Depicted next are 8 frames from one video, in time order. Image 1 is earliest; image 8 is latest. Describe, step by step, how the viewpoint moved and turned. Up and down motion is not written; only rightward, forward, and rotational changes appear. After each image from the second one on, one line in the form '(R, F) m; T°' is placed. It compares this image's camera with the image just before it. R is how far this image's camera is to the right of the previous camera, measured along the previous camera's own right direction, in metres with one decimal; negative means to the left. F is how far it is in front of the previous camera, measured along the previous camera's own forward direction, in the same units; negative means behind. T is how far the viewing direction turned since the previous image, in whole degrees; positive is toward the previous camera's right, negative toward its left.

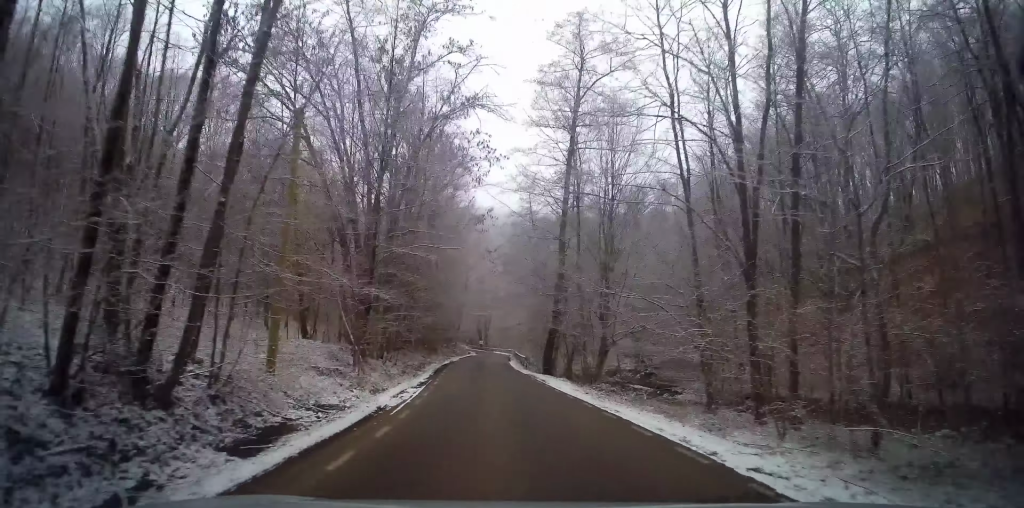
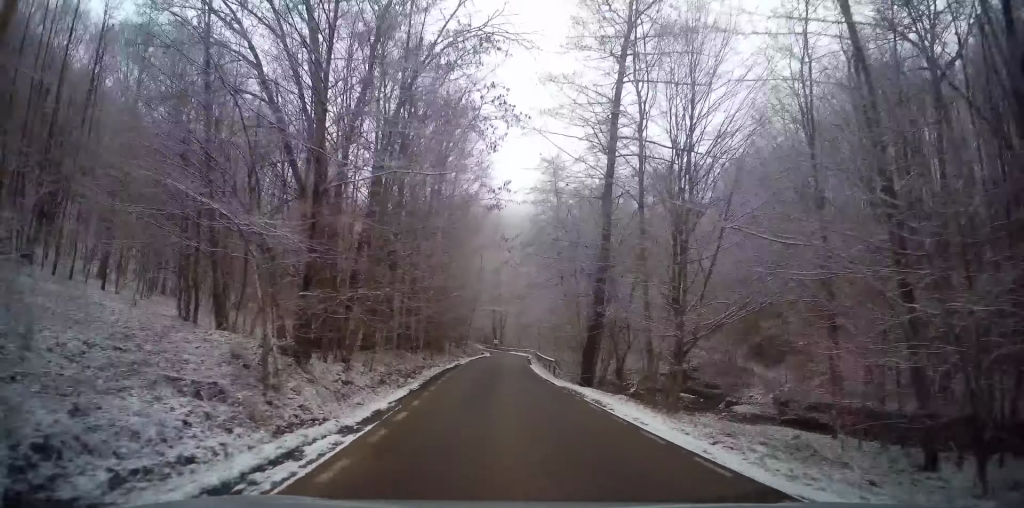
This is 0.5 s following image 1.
(0.0, +8.8) m; 0°
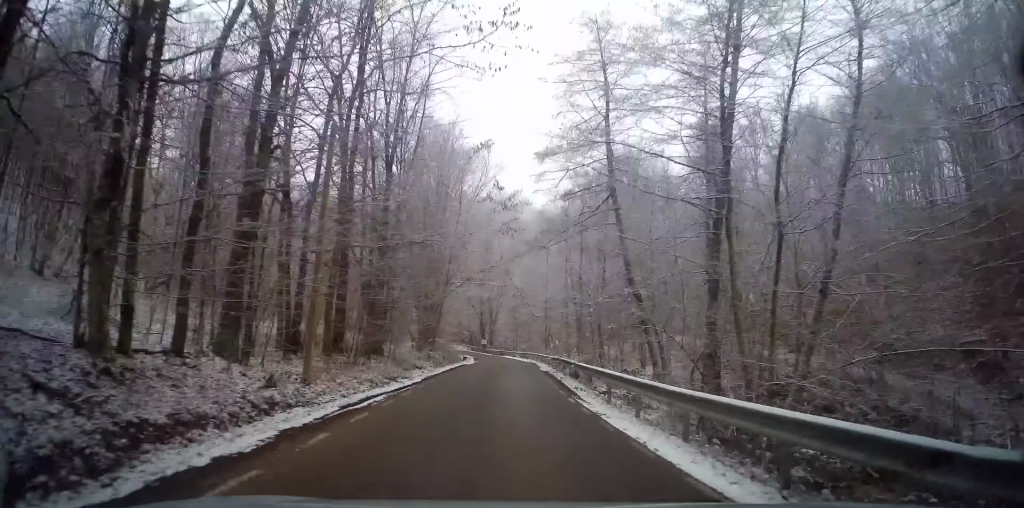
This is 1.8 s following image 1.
(0.0, +23.4) m; -1°
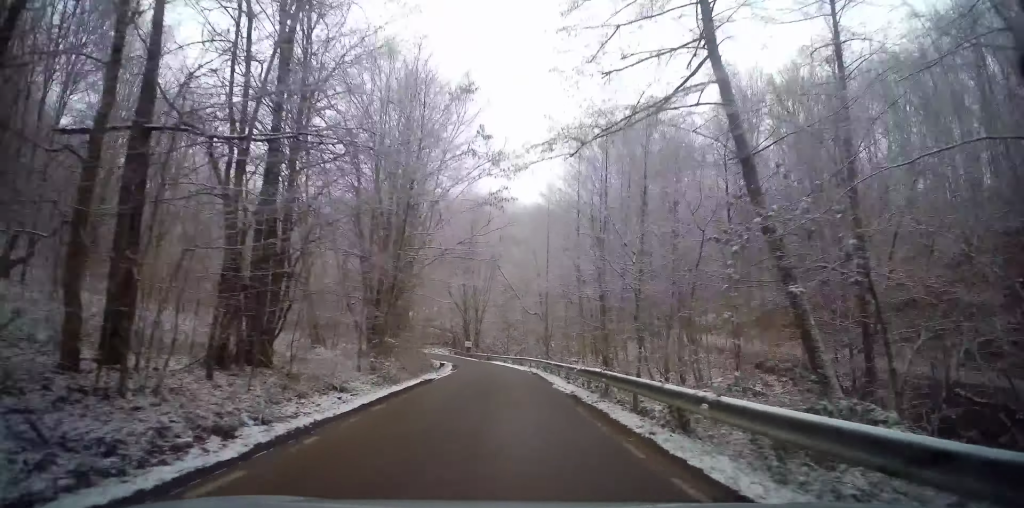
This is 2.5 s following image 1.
(-0.1, +12.1) m; 0°
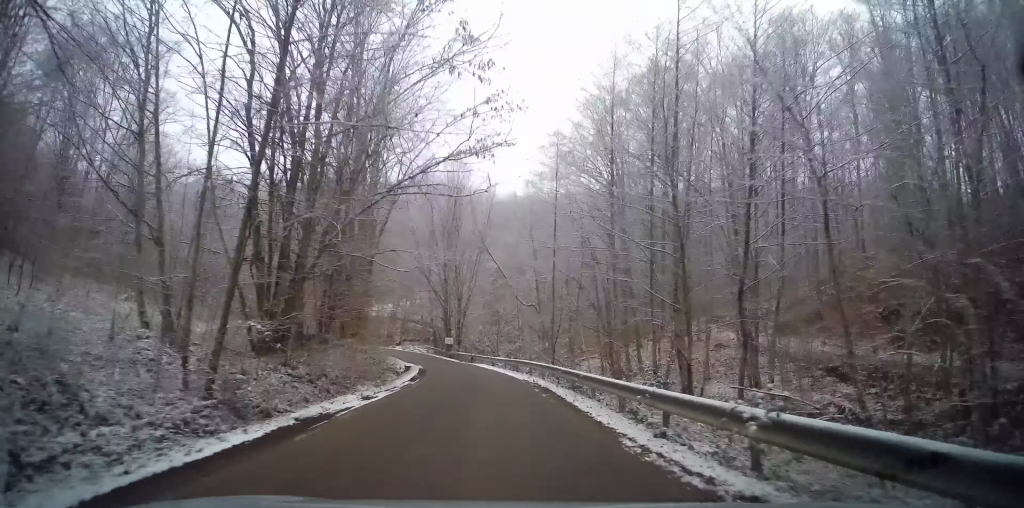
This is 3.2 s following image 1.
(-0.1, +11.3) m; 0°
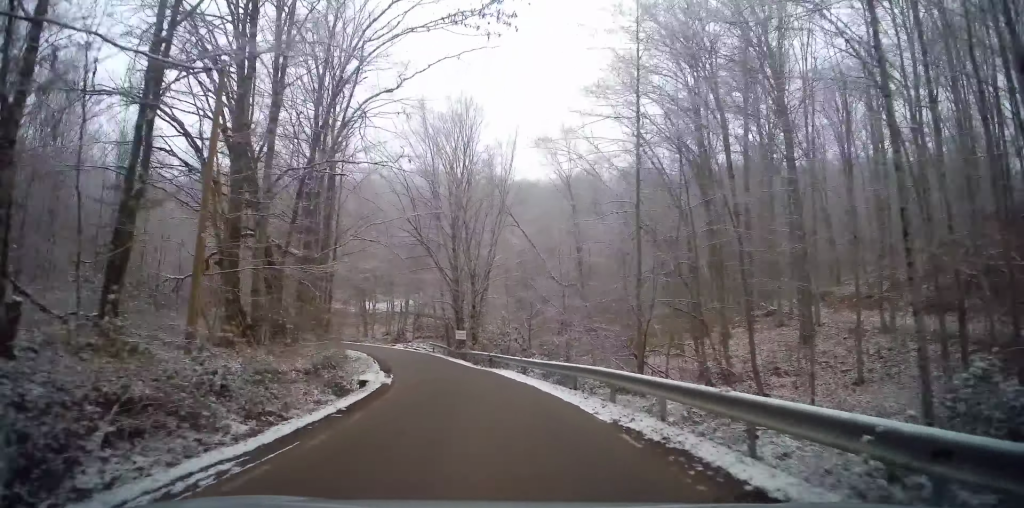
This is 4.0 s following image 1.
(+0.4, +13.6) m; -2°
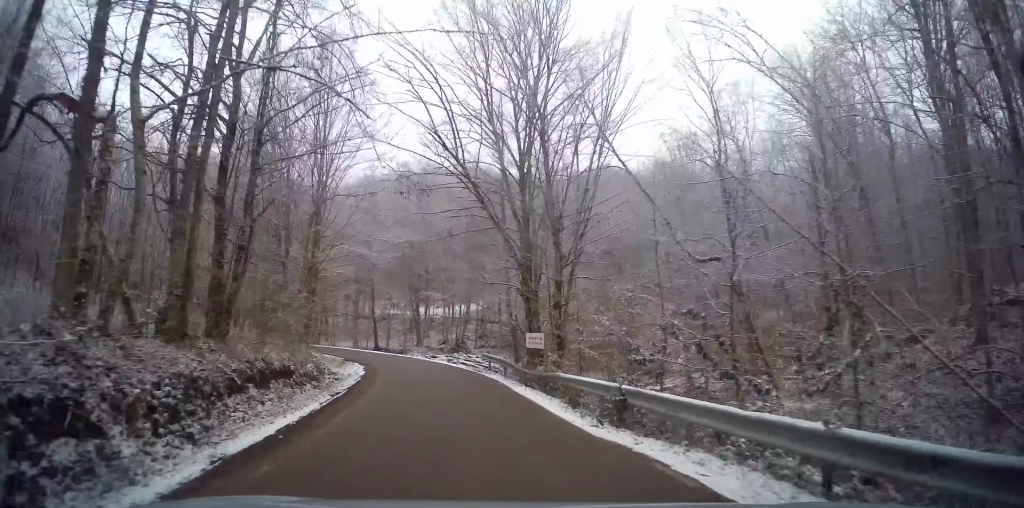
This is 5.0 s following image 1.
(-1.1, +15.4) m; -7°
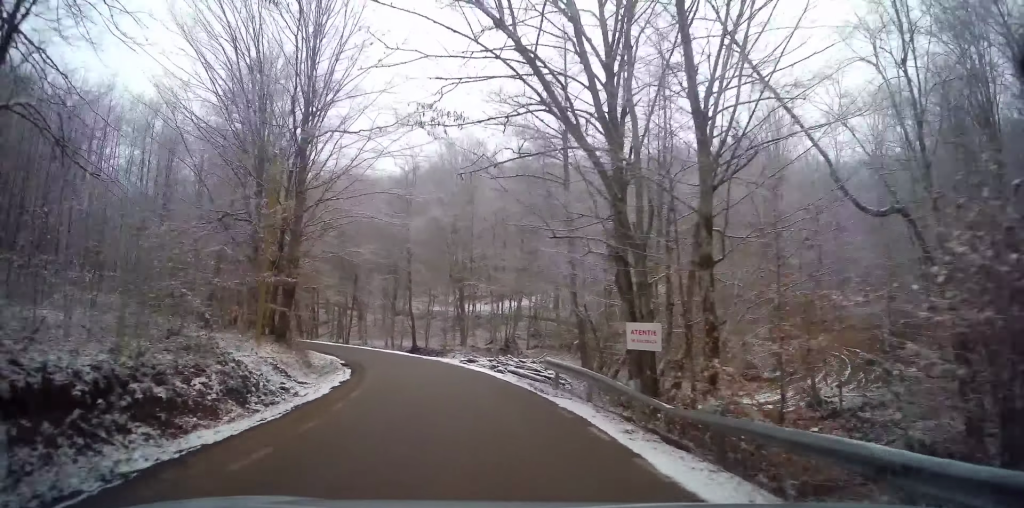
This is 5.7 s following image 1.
(-0.5, +9.5) m; -5°
